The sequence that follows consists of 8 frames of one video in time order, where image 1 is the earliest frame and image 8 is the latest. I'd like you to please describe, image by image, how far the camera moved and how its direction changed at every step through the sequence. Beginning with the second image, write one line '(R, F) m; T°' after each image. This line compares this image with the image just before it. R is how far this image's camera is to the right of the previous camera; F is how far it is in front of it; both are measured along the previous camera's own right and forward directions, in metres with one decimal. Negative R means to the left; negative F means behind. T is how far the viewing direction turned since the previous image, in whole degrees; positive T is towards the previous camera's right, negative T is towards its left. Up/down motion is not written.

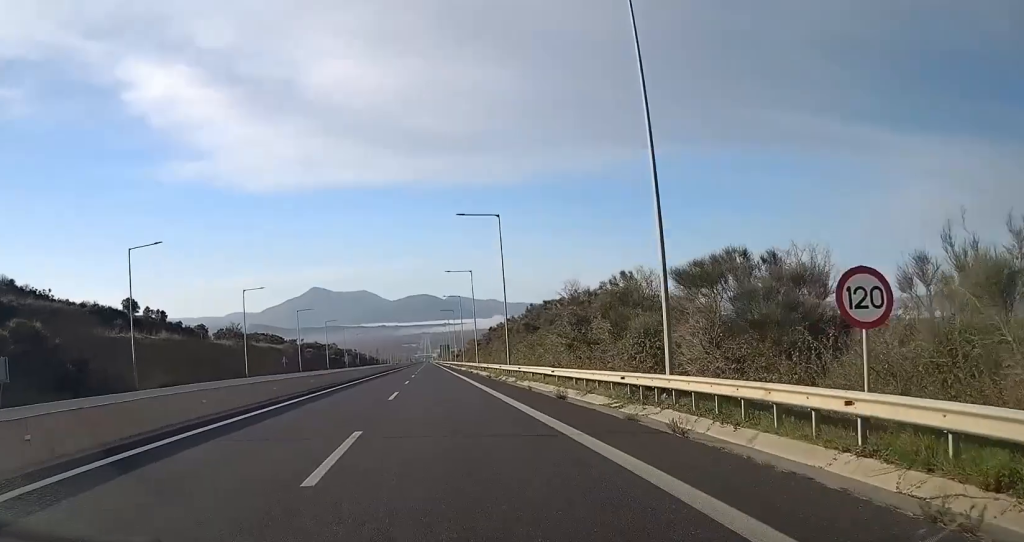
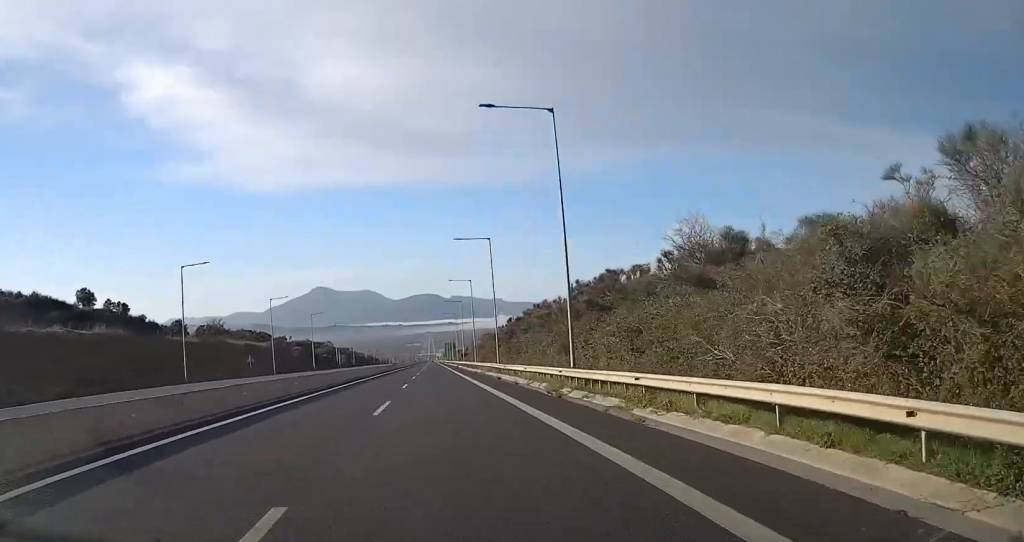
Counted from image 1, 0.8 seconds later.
(0.0, +25.0) m; 0°
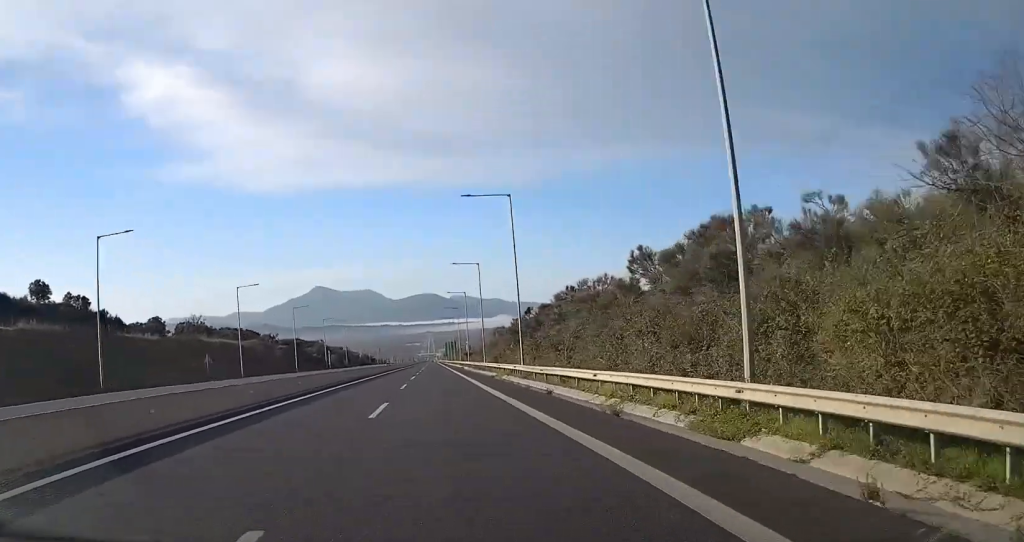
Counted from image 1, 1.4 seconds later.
(+0.1, +18.8) m; 0°
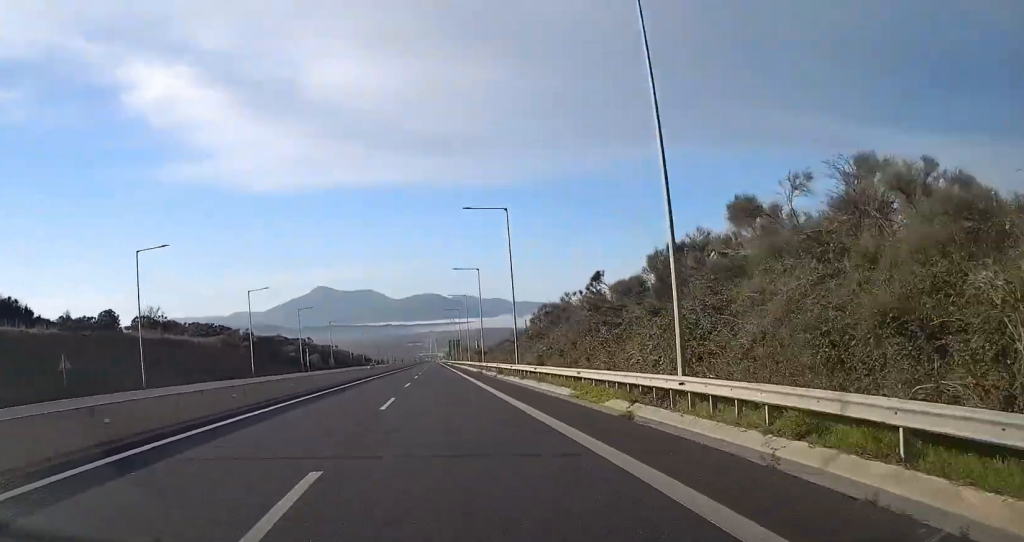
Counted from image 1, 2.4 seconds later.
(-0.2, +32.5) m; 0°
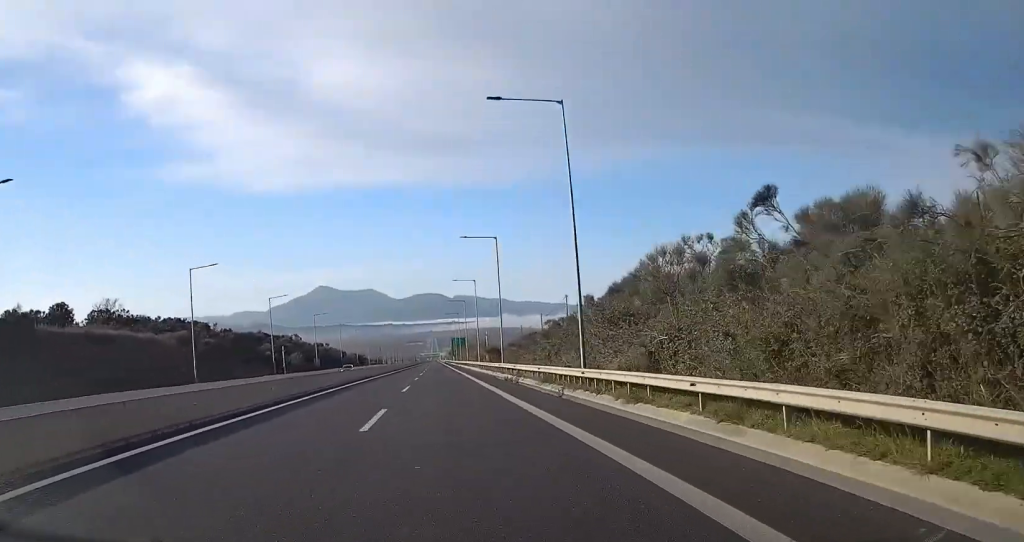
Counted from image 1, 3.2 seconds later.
(0.0, +24.3) m; 0°
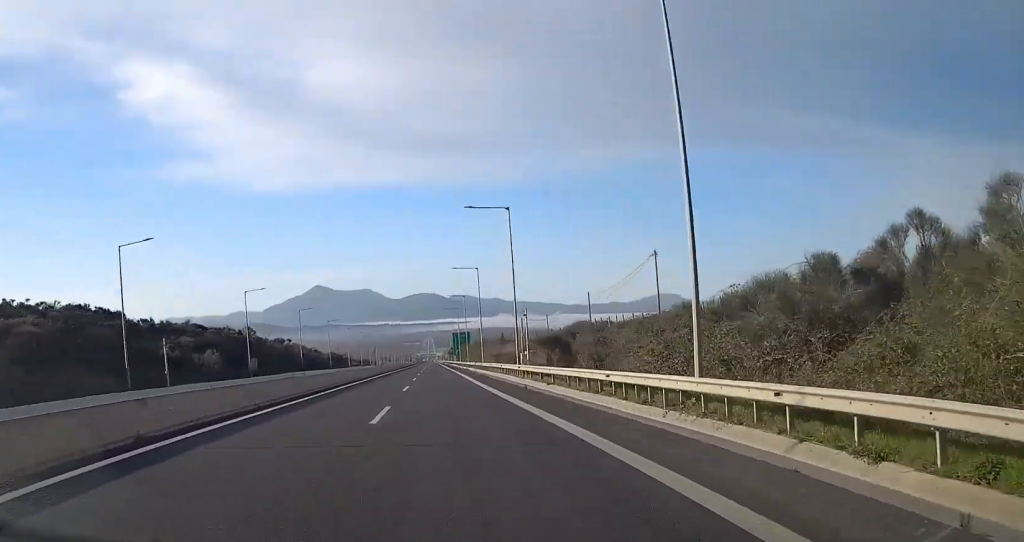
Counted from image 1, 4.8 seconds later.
(+0.1, +52.4) m; 0°
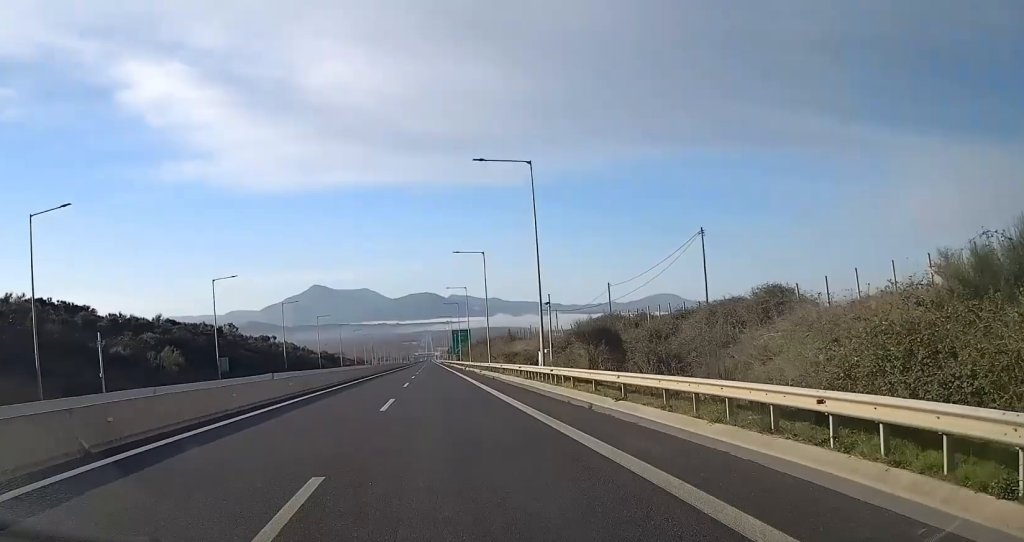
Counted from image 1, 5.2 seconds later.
(-0.1, +12.9) m; 0°
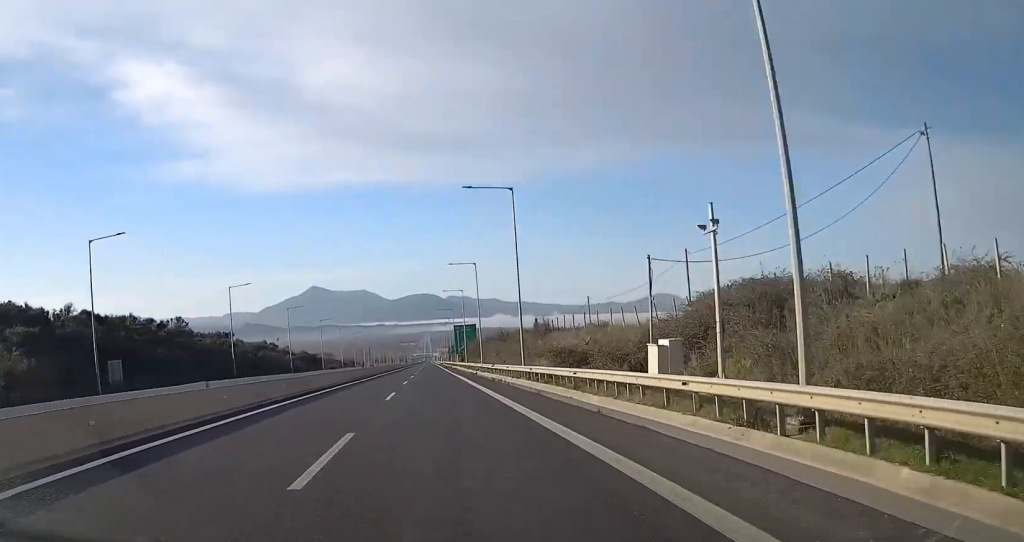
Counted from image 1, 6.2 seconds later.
(+0.1, +30.3) m; 0°
